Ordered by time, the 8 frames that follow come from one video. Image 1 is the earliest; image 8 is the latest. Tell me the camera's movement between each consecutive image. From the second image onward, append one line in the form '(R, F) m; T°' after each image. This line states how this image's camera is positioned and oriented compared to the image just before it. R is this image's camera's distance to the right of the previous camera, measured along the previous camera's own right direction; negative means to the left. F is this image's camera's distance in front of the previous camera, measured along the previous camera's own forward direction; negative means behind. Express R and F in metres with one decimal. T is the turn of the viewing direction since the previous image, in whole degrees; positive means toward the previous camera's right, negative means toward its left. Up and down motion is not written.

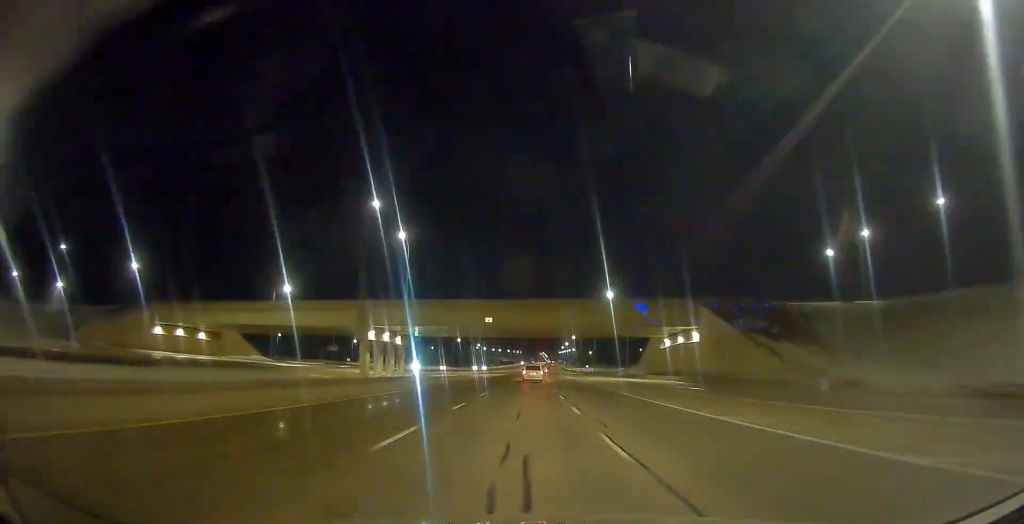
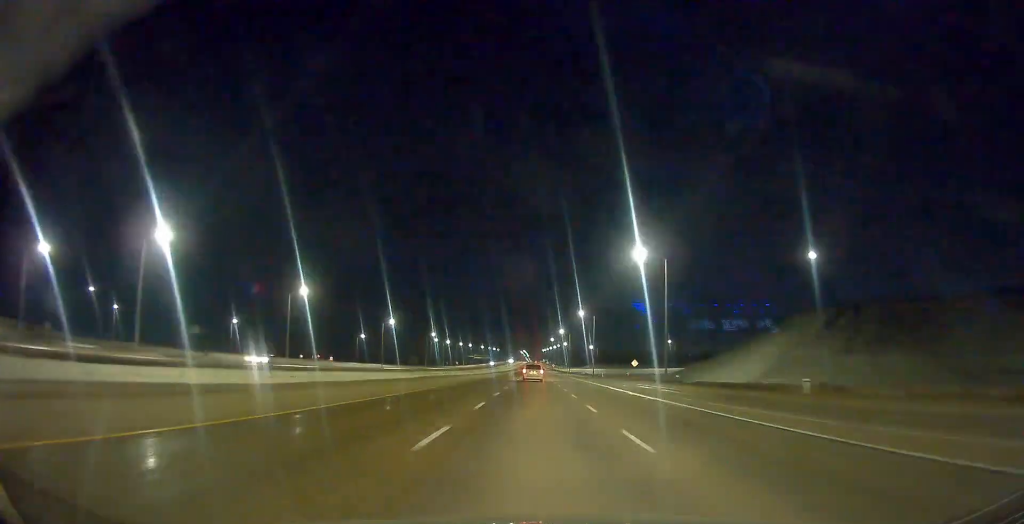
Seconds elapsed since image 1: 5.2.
(+2.9, +150.9) m; +1°
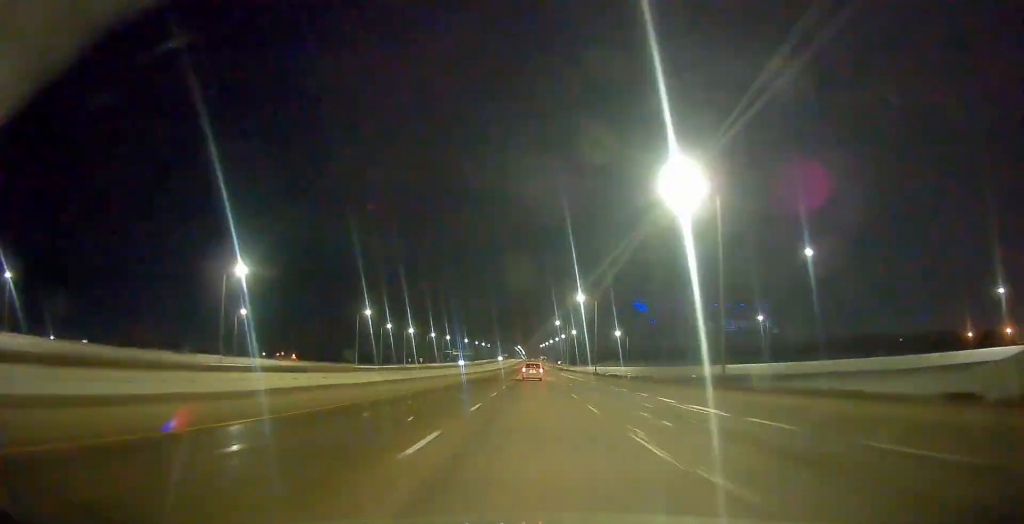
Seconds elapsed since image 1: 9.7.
(+1.0, +133.1) m; 0°
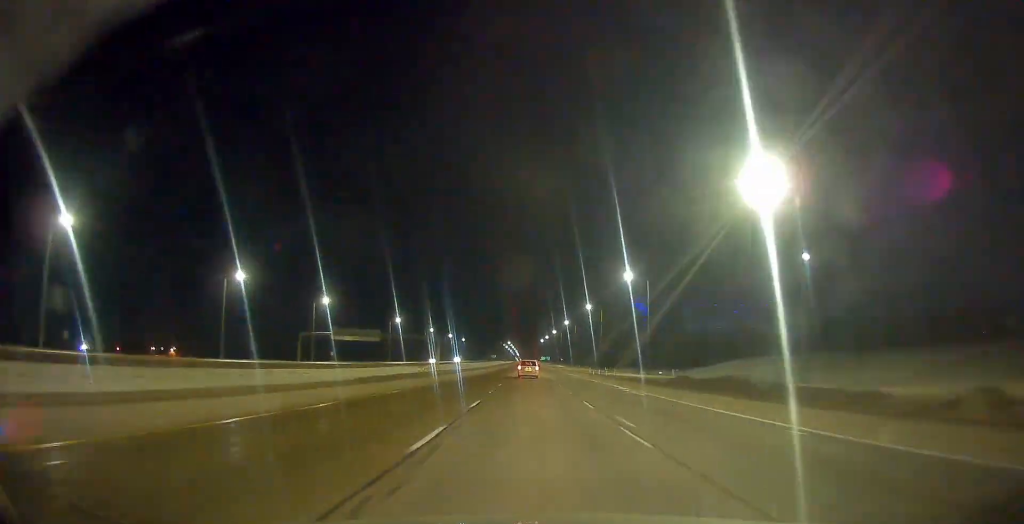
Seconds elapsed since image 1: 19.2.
(+0.3, +274.8) m; 0°
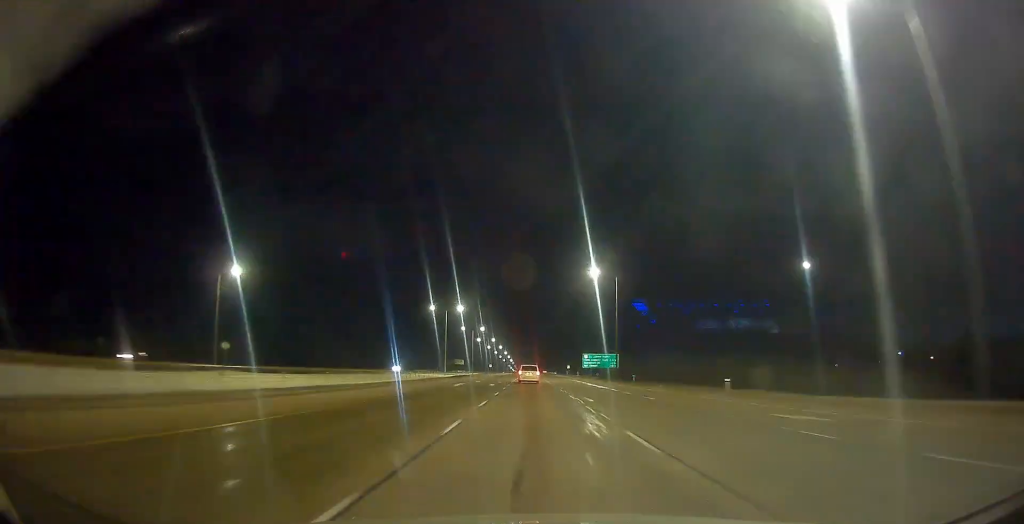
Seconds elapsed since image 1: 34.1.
(+0.2, +438.1) m; 0°
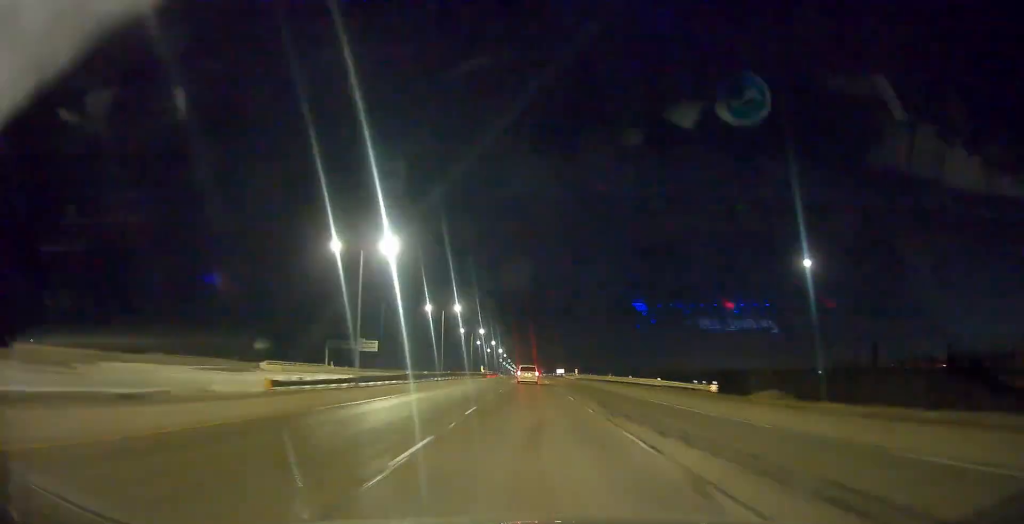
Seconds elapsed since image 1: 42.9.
(+0.1, +258.4) m; 0°
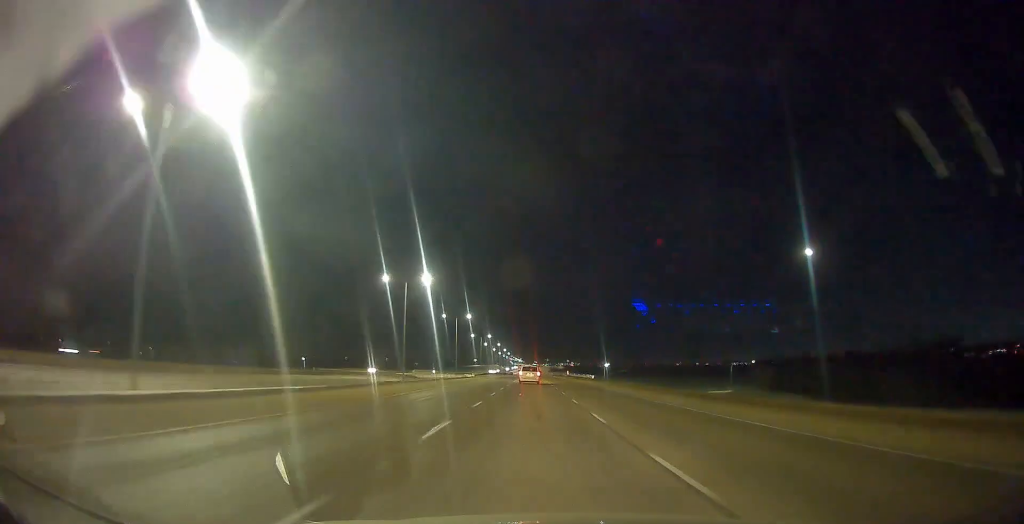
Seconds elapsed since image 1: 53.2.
(0.0, +301.4) m; 0°
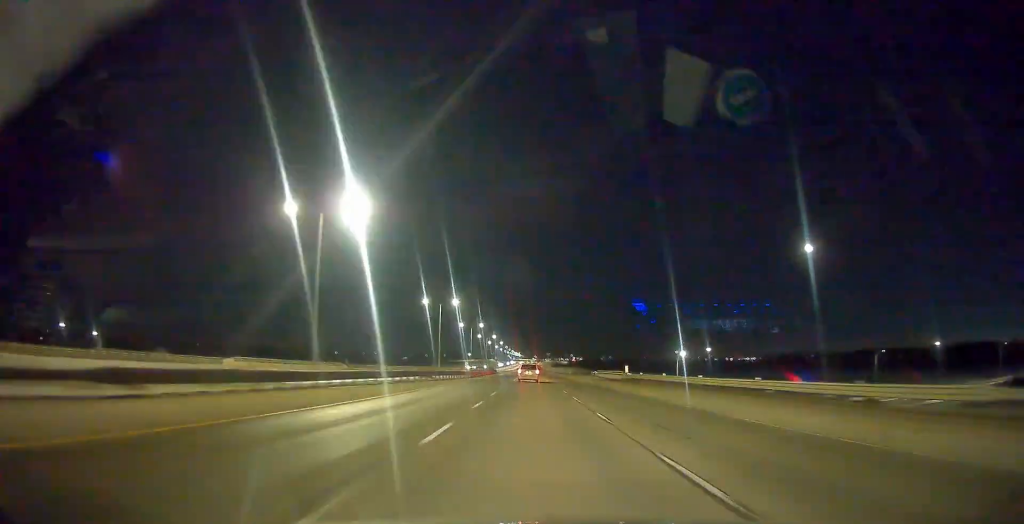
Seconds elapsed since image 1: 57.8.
(0.0, +132.4) m; 0°
